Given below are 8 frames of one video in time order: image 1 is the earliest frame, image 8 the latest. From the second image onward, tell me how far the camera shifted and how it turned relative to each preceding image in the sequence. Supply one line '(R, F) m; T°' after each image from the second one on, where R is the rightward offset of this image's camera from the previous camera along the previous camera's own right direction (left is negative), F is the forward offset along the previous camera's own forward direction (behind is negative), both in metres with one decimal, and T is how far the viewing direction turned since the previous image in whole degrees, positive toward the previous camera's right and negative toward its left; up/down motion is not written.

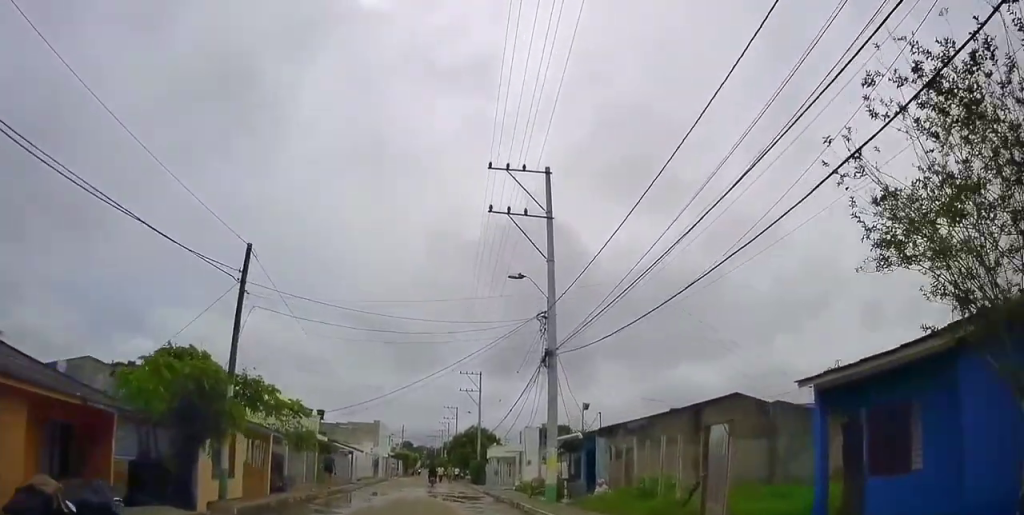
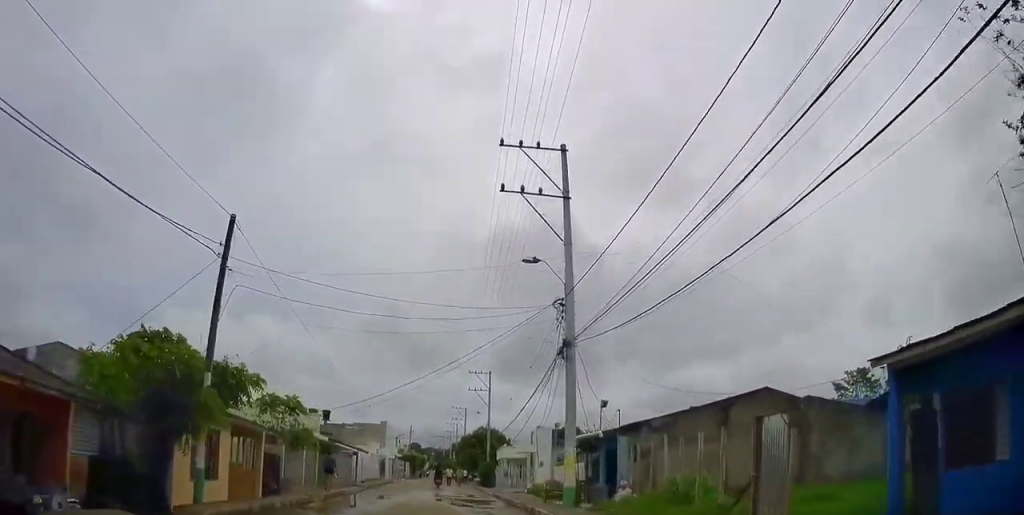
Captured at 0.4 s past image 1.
(+0.3, +1.7) m; +4°
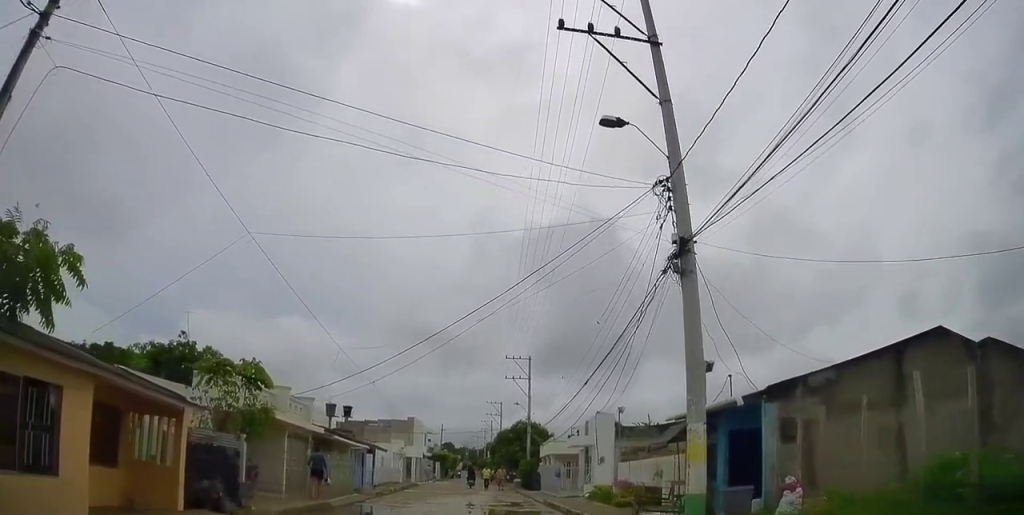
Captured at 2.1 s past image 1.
(+0.7, +6.7) m; +4°
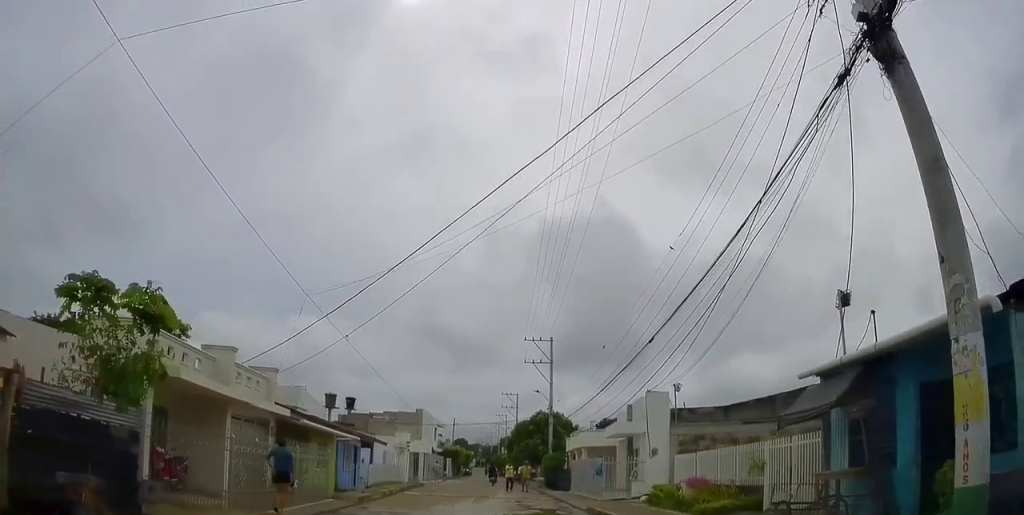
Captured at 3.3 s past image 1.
(-0.4, +5.2) m; -10°
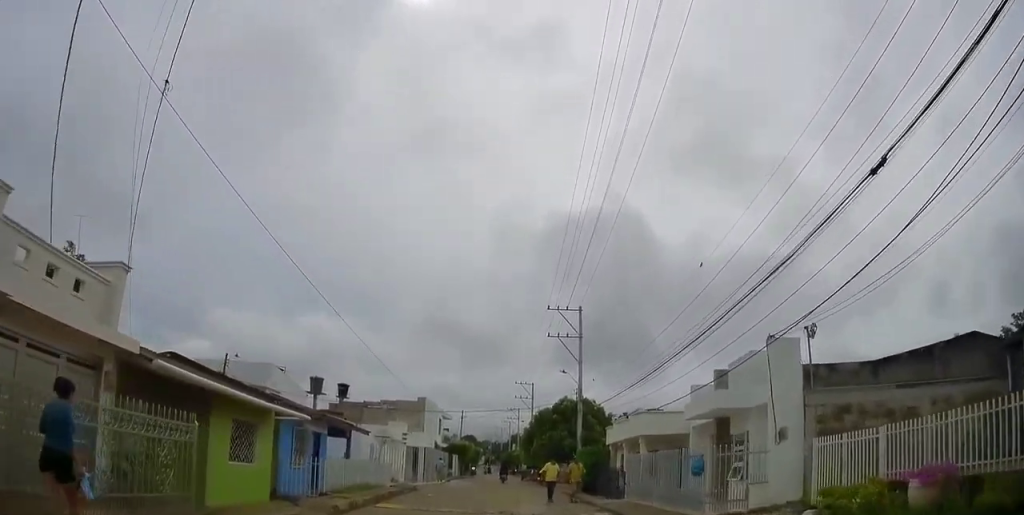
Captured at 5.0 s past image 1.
(+0.6, +8.8) m; +2°
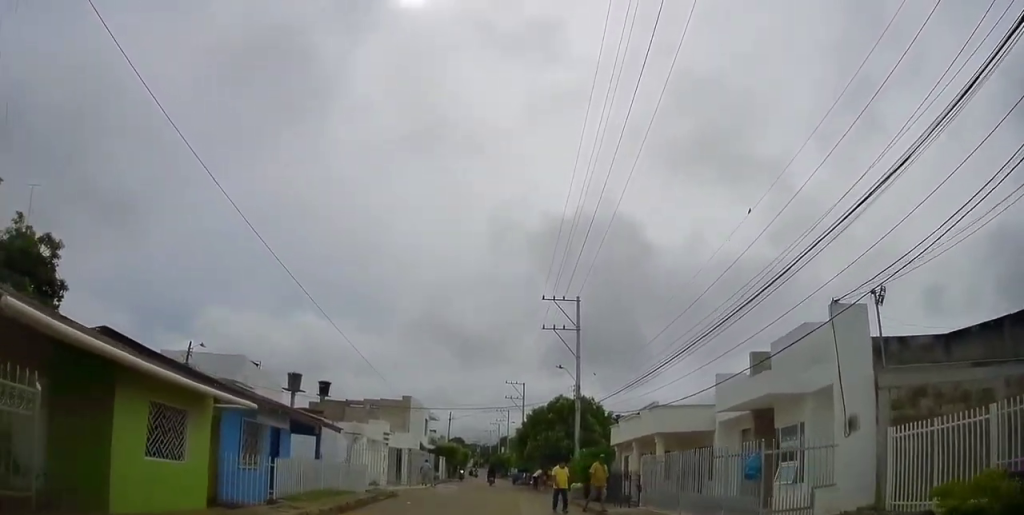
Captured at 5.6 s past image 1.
(-0.6, +3.6) m; -1°
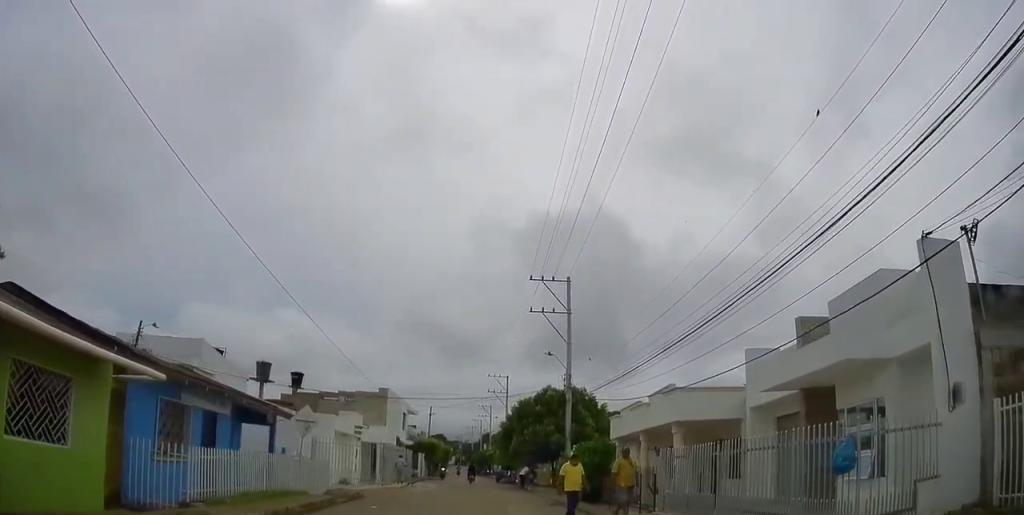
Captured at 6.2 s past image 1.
(-0.3, +3.7) m; 0°
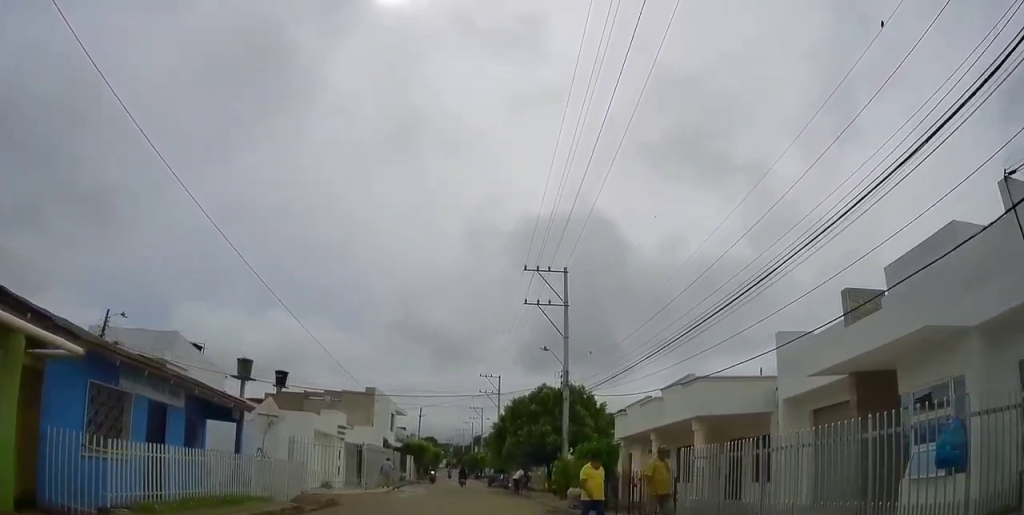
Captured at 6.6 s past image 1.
(+0.4, +2.5) m; +2°
